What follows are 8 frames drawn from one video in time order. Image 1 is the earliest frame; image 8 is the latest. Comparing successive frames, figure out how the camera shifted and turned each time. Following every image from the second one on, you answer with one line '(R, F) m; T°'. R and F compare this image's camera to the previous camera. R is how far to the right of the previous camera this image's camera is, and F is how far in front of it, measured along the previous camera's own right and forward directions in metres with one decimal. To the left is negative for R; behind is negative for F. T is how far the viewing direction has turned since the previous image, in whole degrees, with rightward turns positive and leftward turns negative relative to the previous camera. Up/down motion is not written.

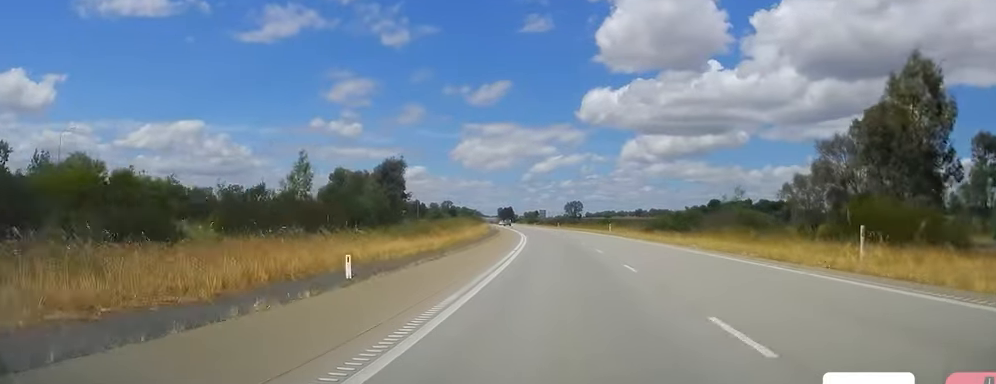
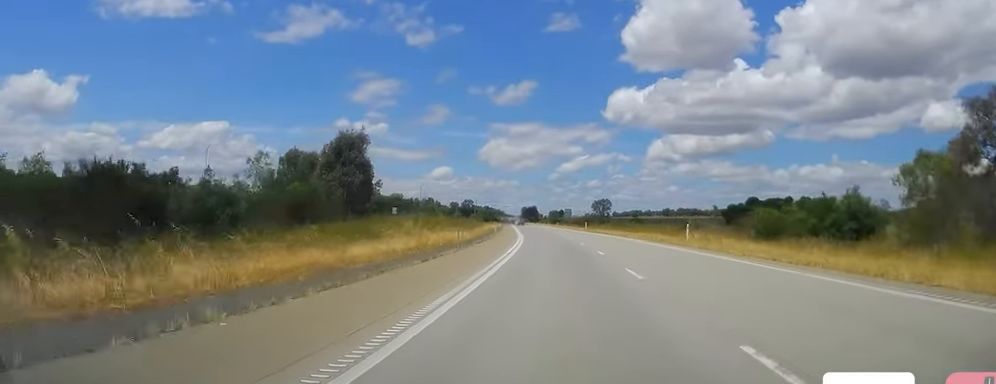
(-1.4, +37.9) m; -2°
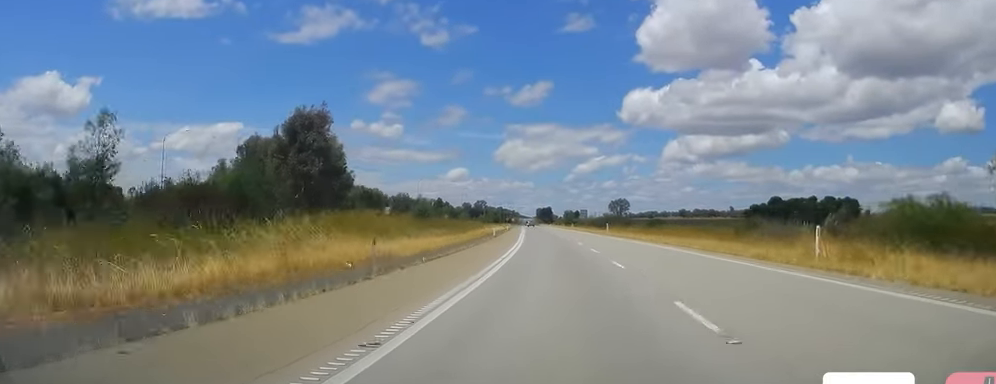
(+0.4, +19.4) m; -1°
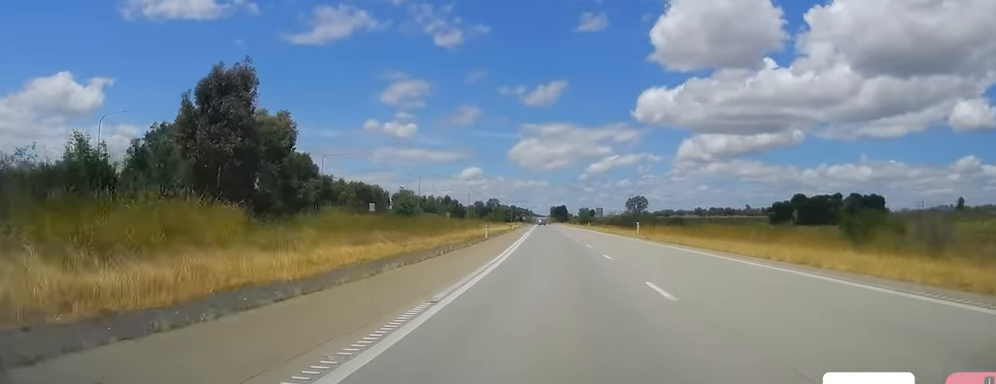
(-0.5, +20.4) m; -2°
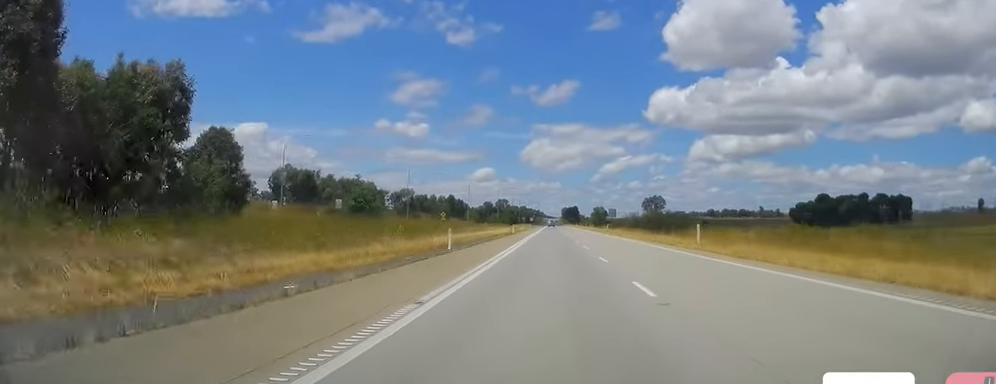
(-0.6, +23.3) m; -2°
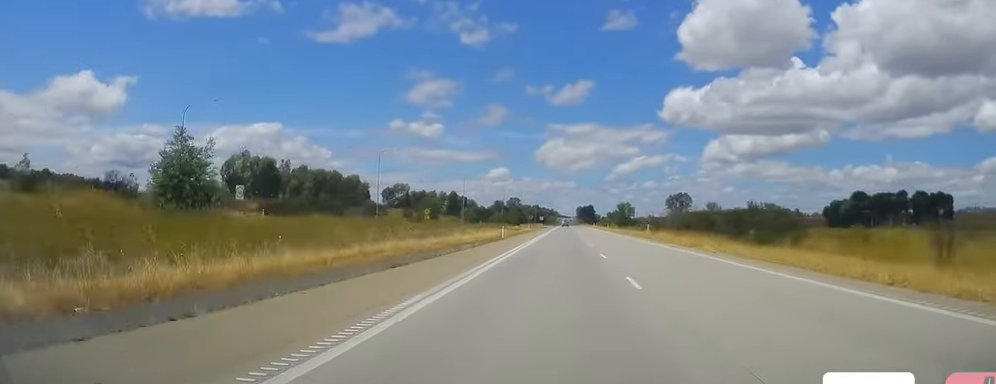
(-0.3, +34.1) m; -1°
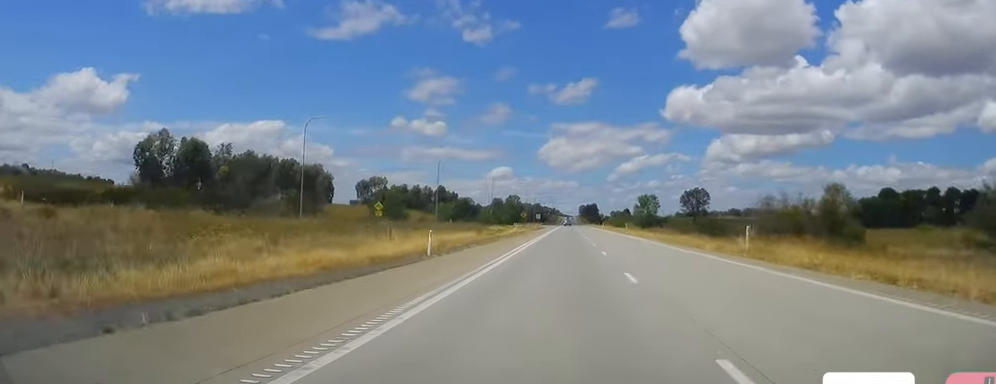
(-0.2, +34.1) m; -1°
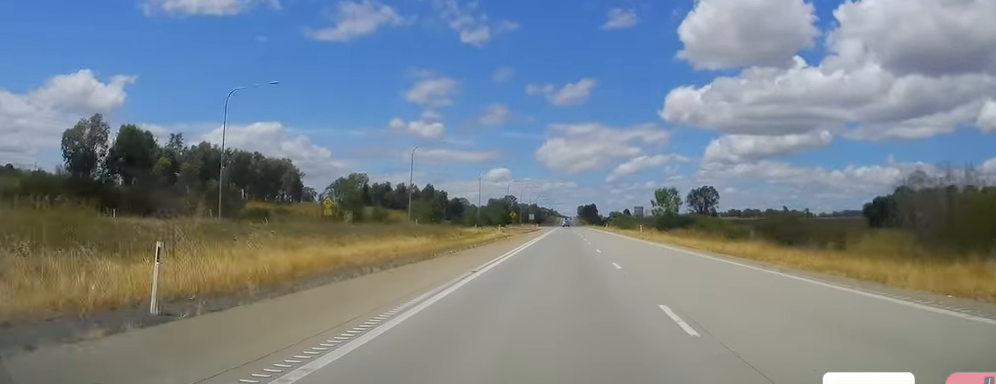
(-0.1, +19.5) m; 0°
